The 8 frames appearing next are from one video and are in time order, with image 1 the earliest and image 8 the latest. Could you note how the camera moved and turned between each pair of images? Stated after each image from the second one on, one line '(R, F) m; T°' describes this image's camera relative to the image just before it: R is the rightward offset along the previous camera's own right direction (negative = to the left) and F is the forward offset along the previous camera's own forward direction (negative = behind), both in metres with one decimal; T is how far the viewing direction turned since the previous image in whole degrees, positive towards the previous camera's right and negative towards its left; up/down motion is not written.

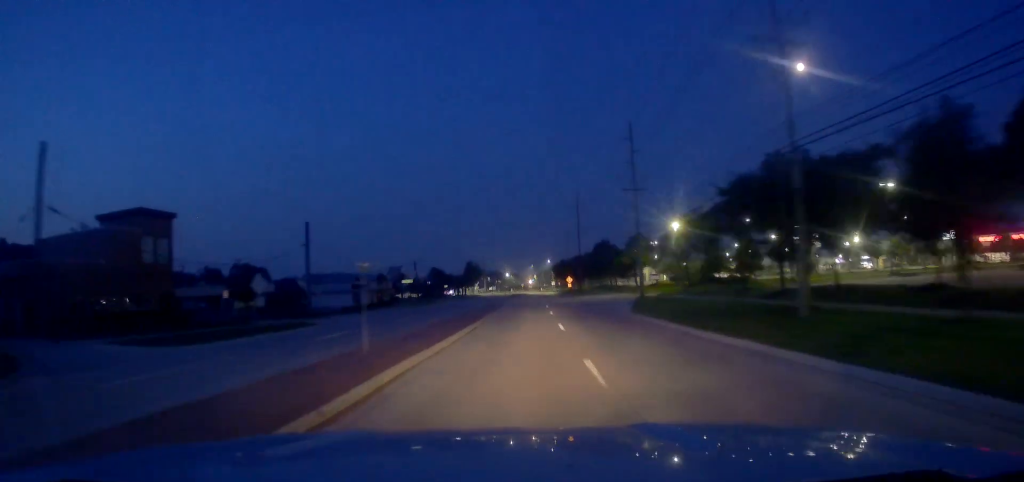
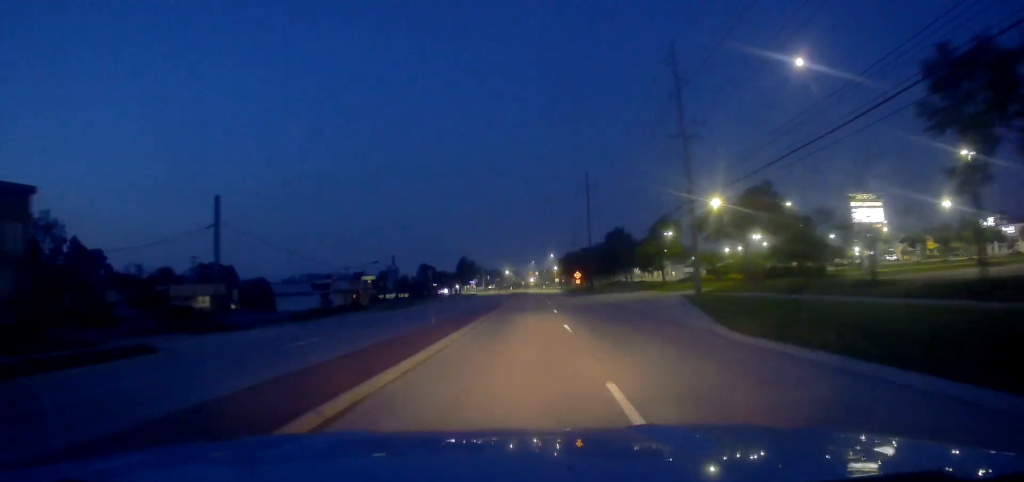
(-0.1, +18.7) m; 0°
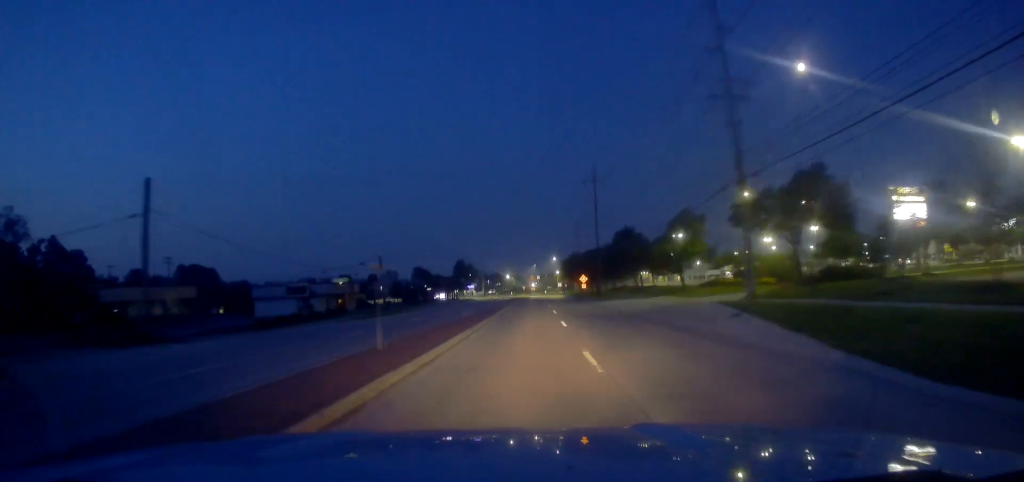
(+0.3, +9.3) m; -1°
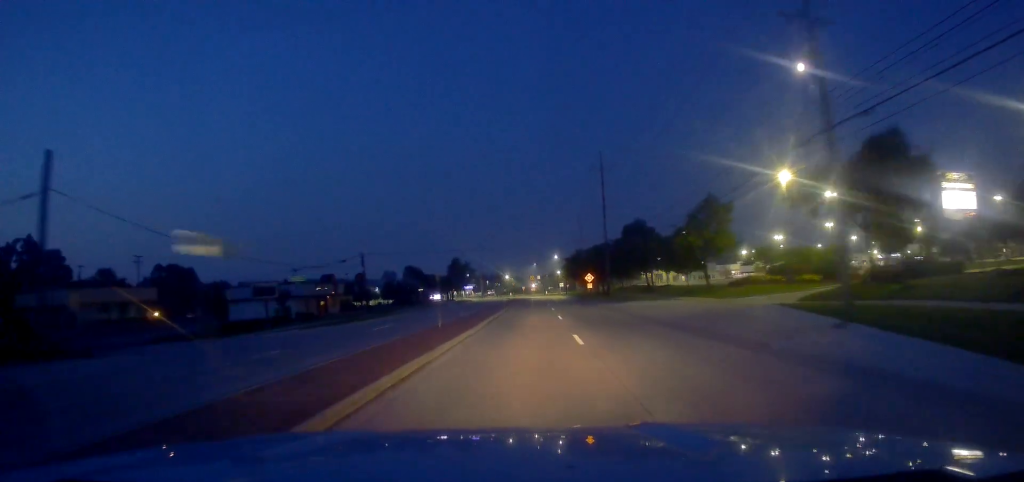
(-0.2, +9.9) m; 0°
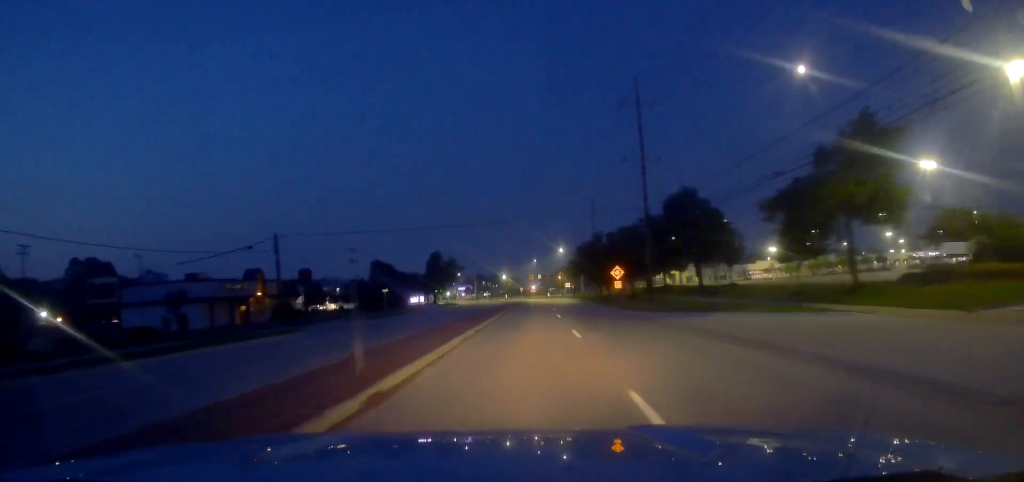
(0.0, +27.1) m; 0°
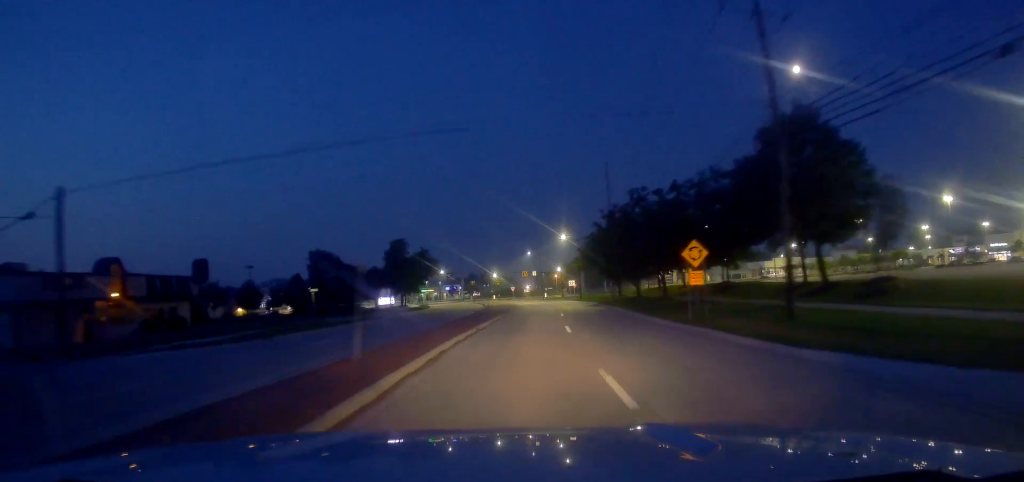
(-0.6, +27.0) m; -1°
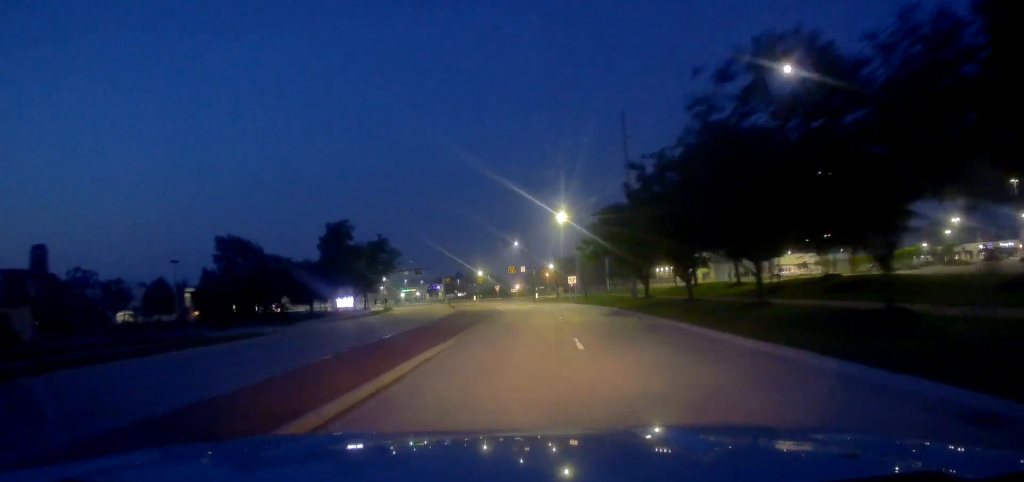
(+0.5, +22.2) m; +2°
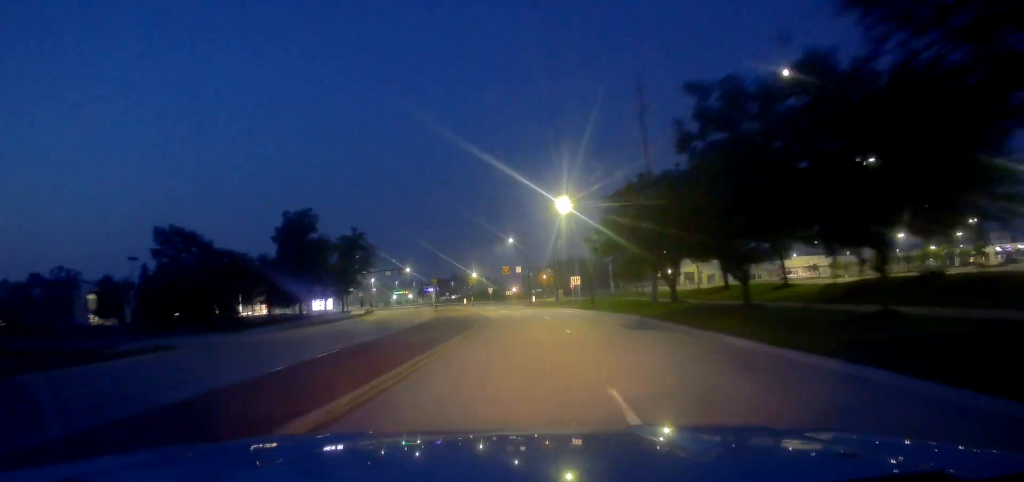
(+0.2, +10.4) m; +1°
